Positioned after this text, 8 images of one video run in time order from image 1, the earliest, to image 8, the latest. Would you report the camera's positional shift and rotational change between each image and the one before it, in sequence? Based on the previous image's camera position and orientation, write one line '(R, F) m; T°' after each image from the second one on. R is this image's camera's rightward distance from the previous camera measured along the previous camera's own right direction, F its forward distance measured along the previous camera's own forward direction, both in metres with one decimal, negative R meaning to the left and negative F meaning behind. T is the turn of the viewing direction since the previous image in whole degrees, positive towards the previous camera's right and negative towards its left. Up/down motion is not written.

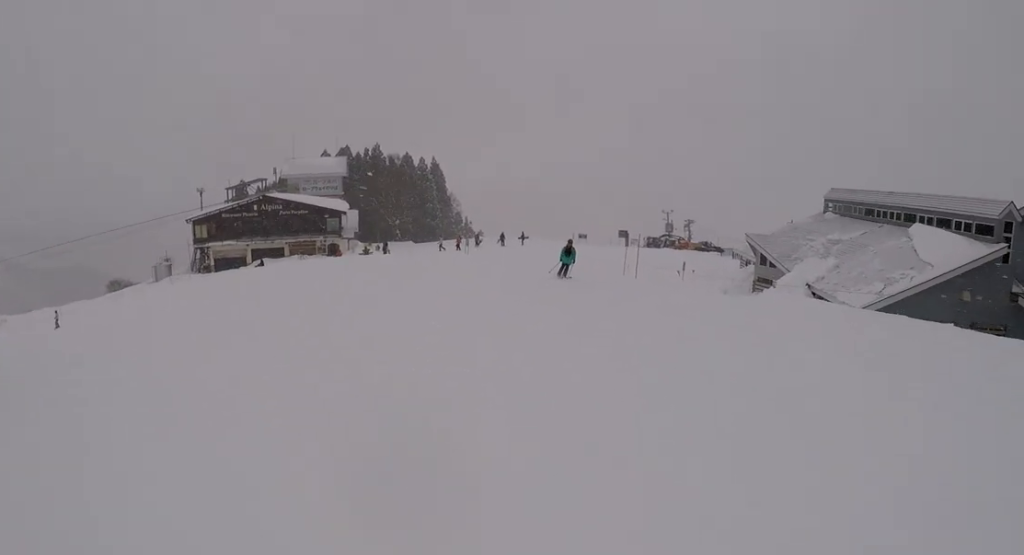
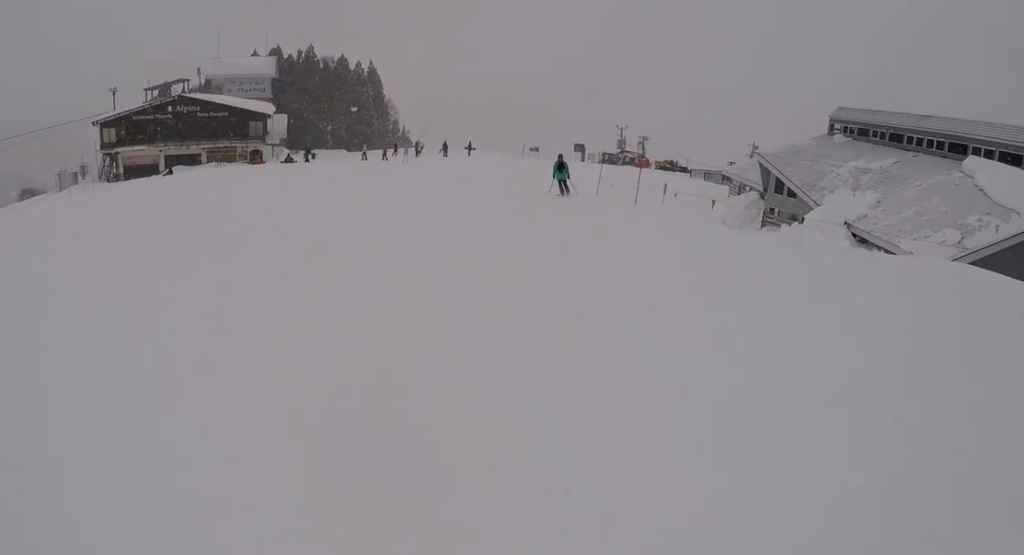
(-0.4, +7.7) m; -1°
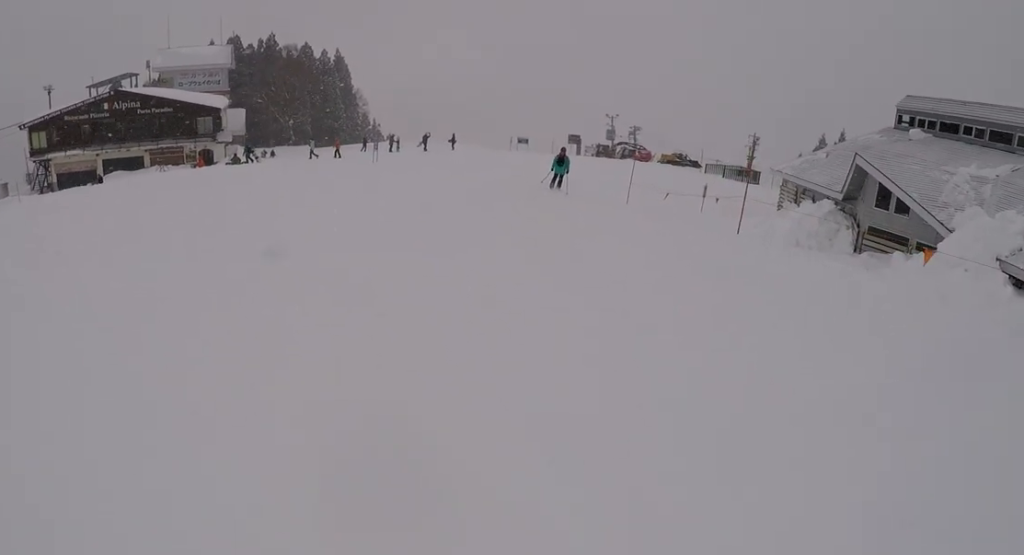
(+0.4, +8.2) m; +4°
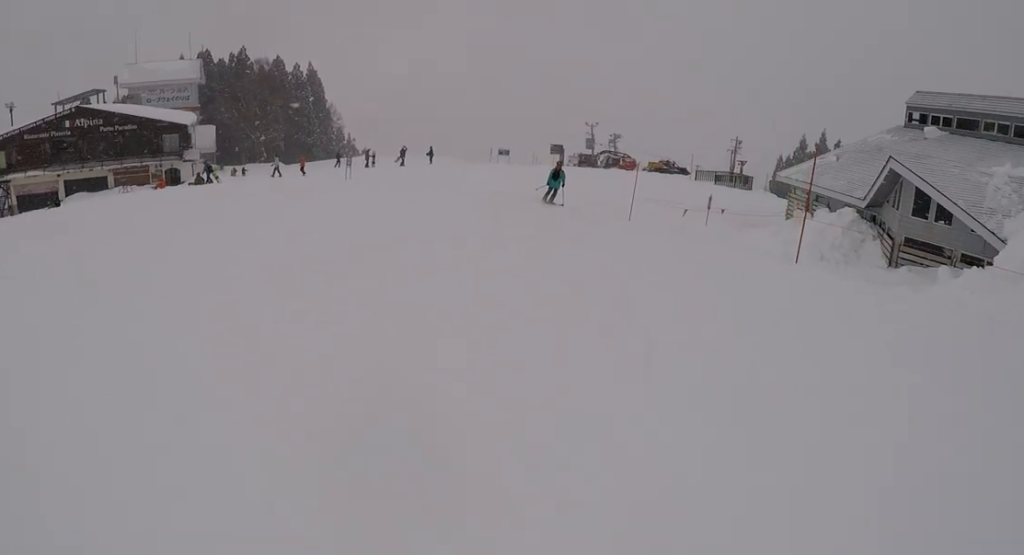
(0.0, +3.0) m; +7°
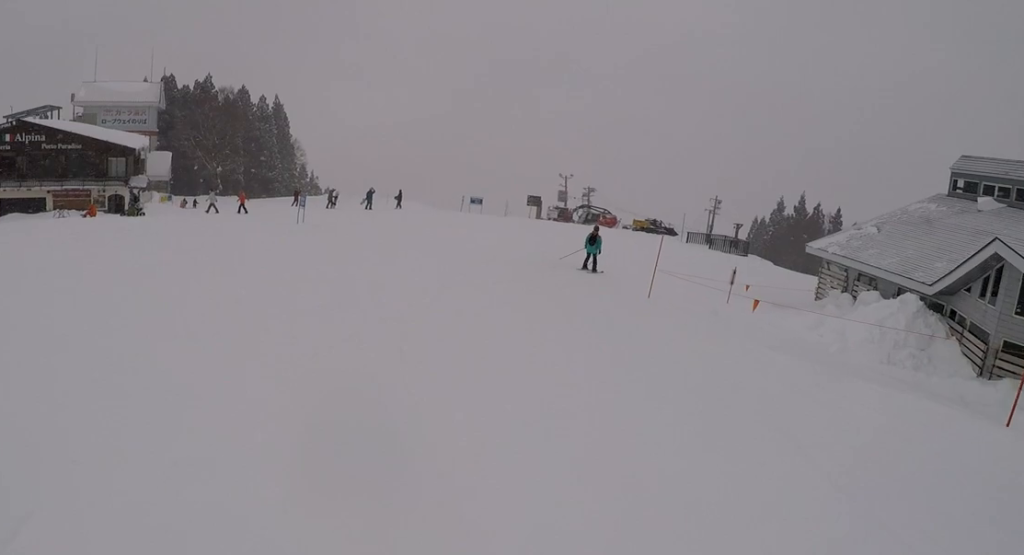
(+0.4, +5.1) m; +9°
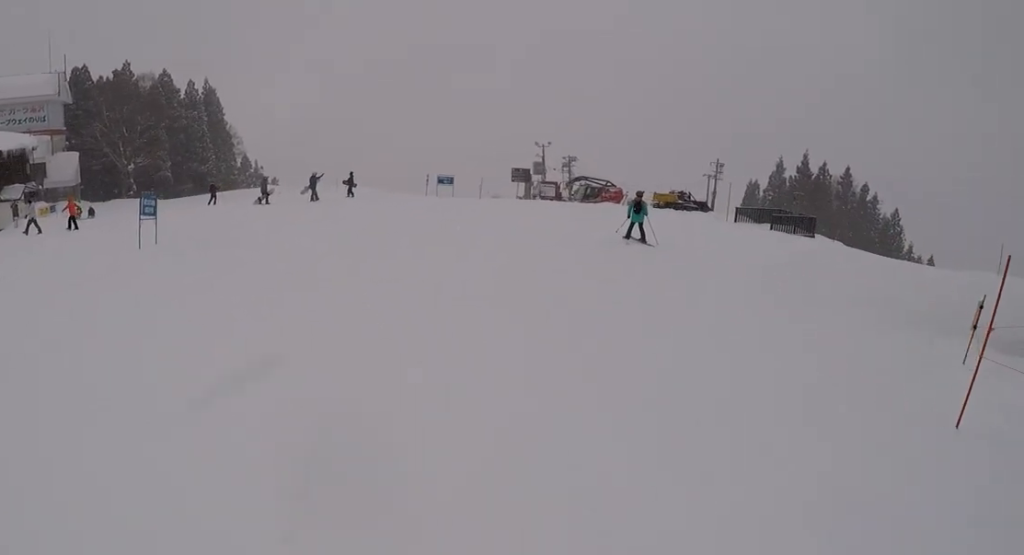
(+0.4, +12.4) m; +6°
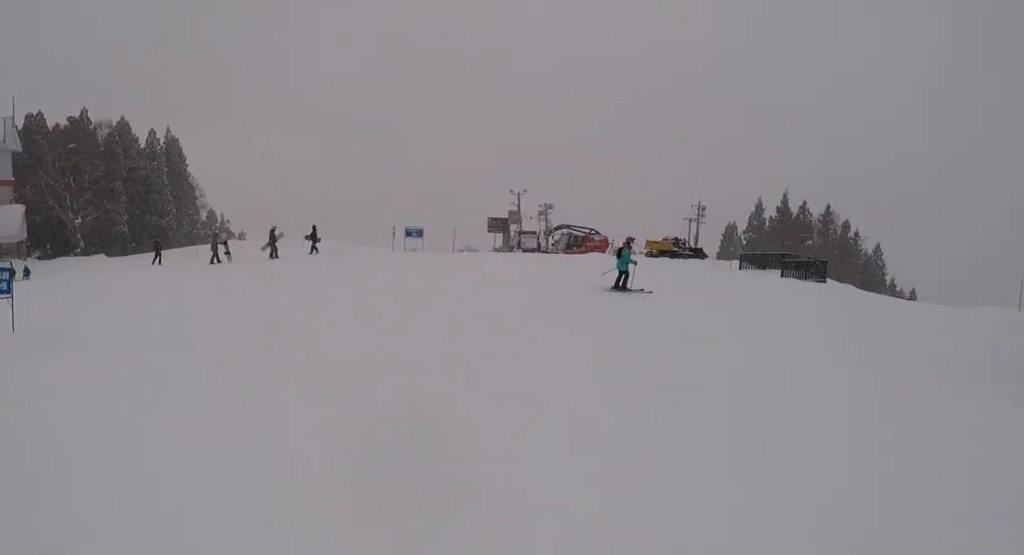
(+0.6, +4.6) m; +6°
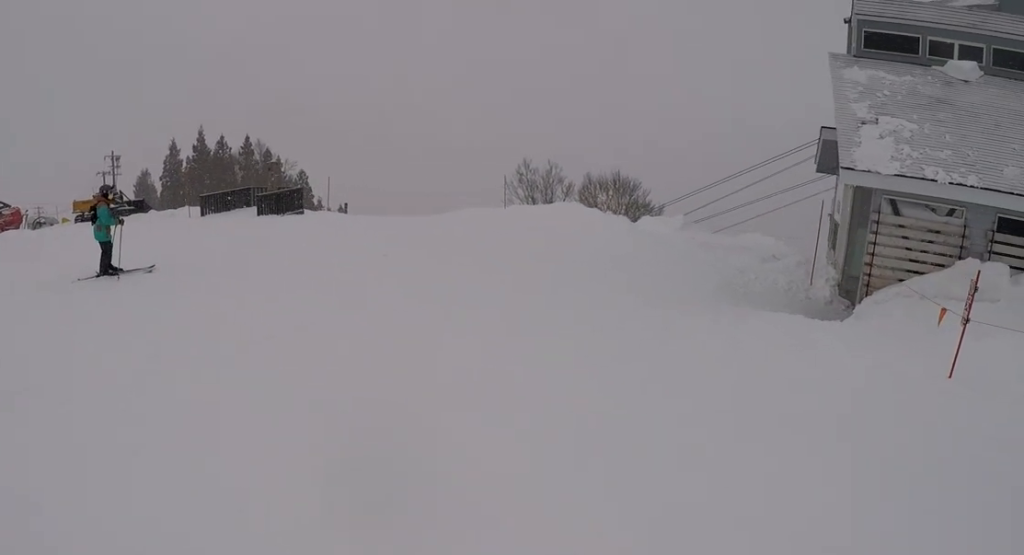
(0.0, +6.3) m; +15°
